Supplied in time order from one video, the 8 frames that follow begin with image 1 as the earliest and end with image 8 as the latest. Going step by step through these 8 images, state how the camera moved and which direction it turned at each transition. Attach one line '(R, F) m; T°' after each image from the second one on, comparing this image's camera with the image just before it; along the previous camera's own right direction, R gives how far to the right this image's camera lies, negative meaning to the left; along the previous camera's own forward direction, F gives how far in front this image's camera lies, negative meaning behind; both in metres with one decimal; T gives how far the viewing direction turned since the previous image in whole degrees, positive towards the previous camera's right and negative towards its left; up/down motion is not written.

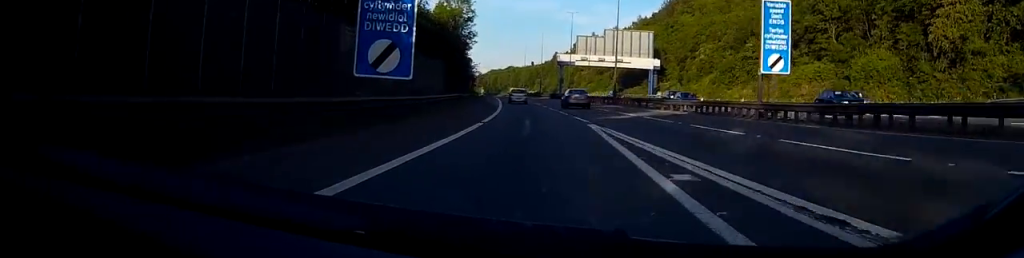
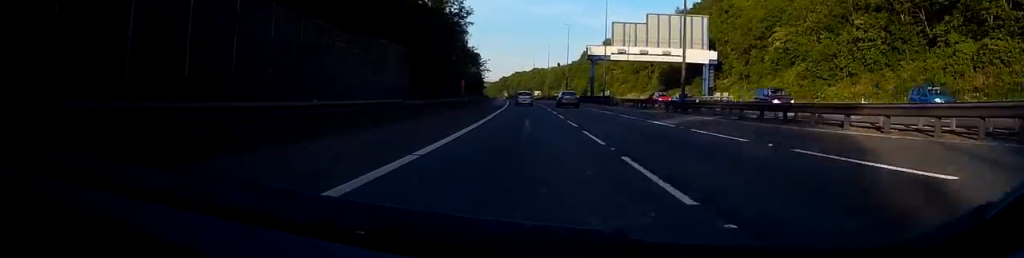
(-0.7, +30.6) m; -2°
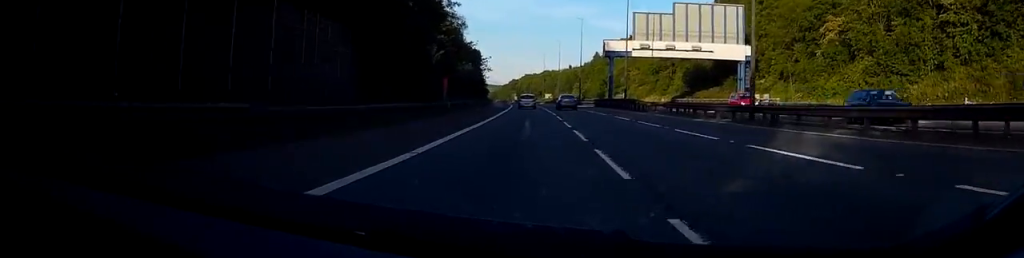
(-0.1, +15.8) m; 0°
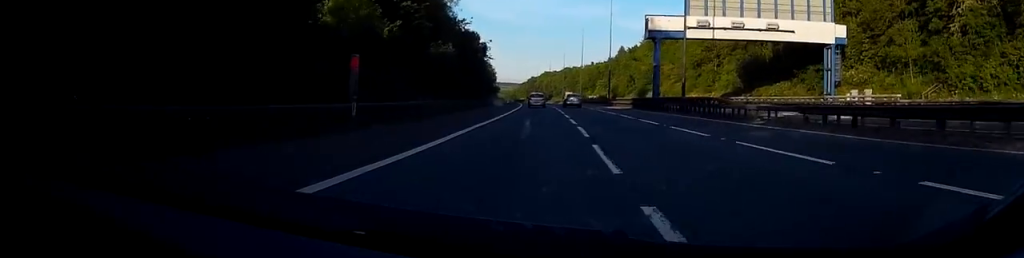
(-0.1, +26.1) m; -1°
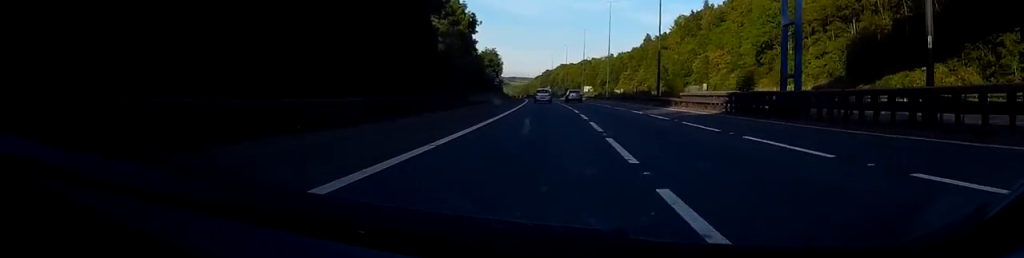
(-0.8, +35.7) m; -2°
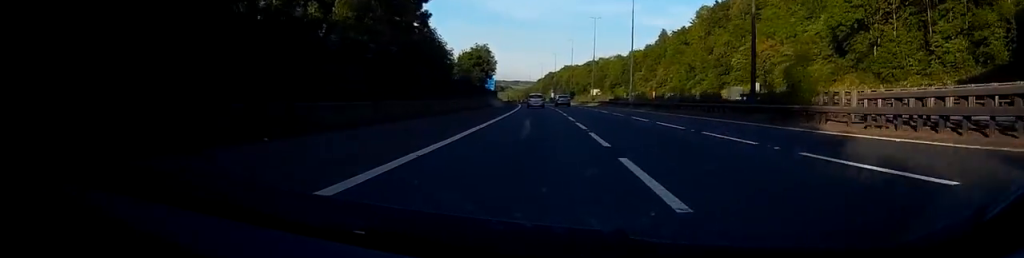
(-0.1, +31.7) m; 0°
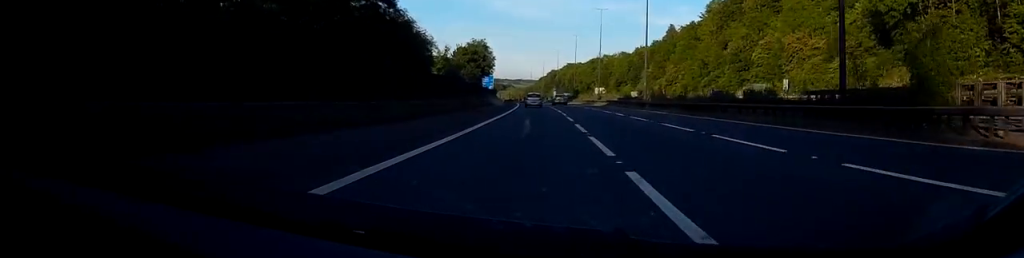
(0.0, +11.1) m; 0°
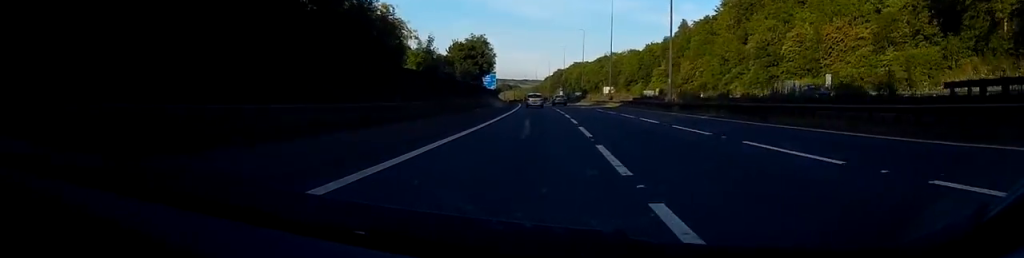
(+0.1, +12.1) m; 0°
